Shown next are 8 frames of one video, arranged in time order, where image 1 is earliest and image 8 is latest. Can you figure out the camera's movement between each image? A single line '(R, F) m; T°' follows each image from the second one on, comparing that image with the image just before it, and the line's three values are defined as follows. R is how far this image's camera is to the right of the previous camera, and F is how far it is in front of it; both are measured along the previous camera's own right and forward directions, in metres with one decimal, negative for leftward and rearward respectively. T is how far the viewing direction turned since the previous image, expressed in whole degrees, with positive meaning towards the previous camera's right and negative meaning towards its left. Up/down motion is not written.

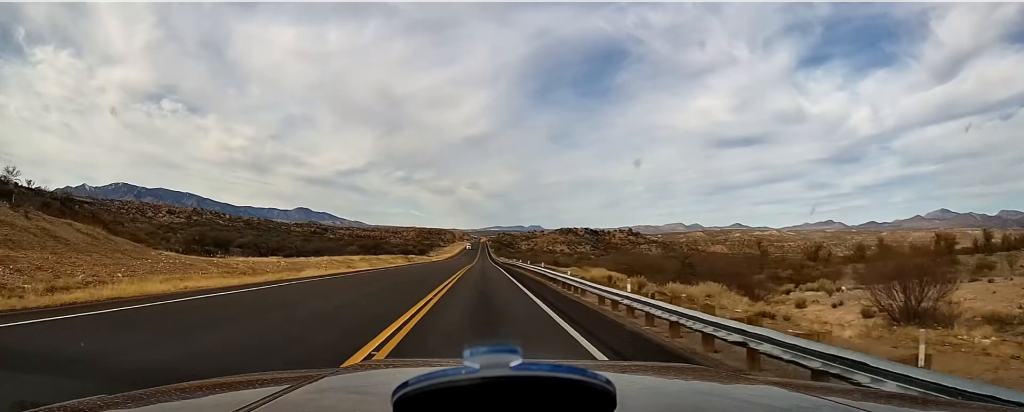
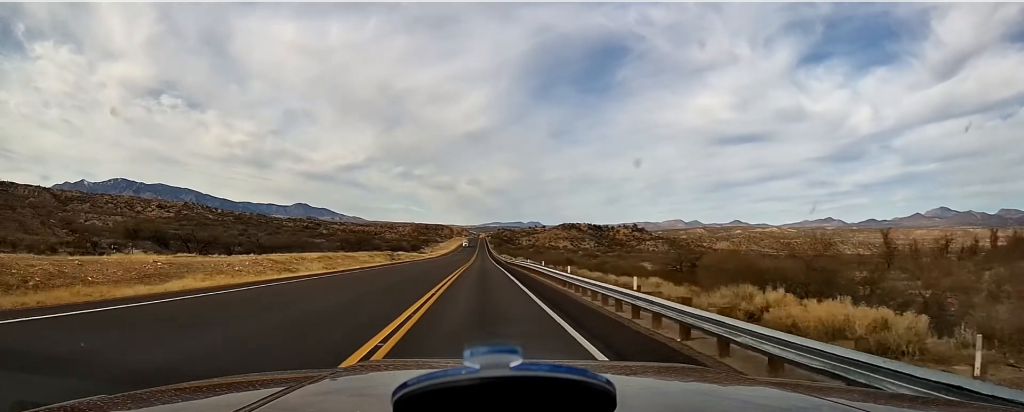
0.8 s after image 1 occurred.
(+0.1, +23.7) m; +1°
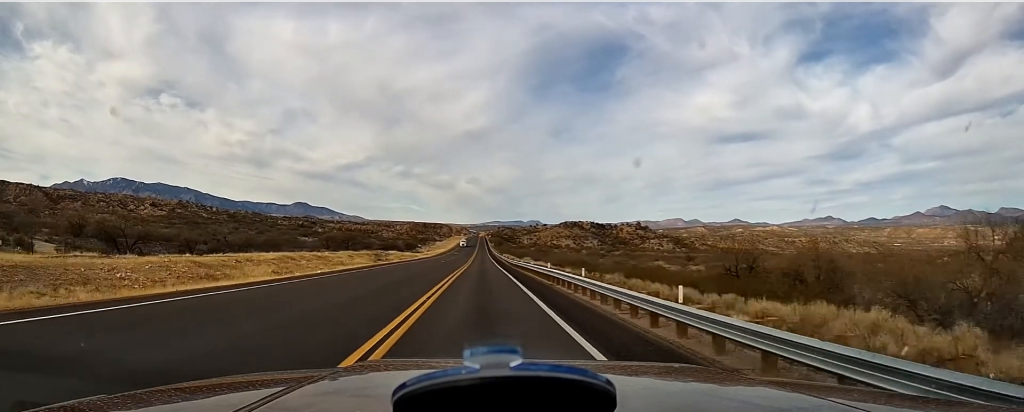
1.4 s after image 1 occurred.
(+0.2, +15.0) m; +1°
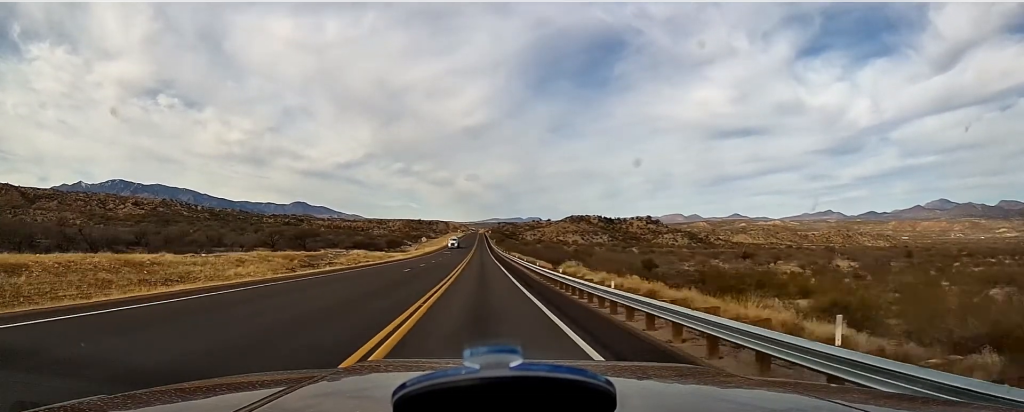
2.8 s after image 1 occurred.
(-0.1, +38.3) m; 0°
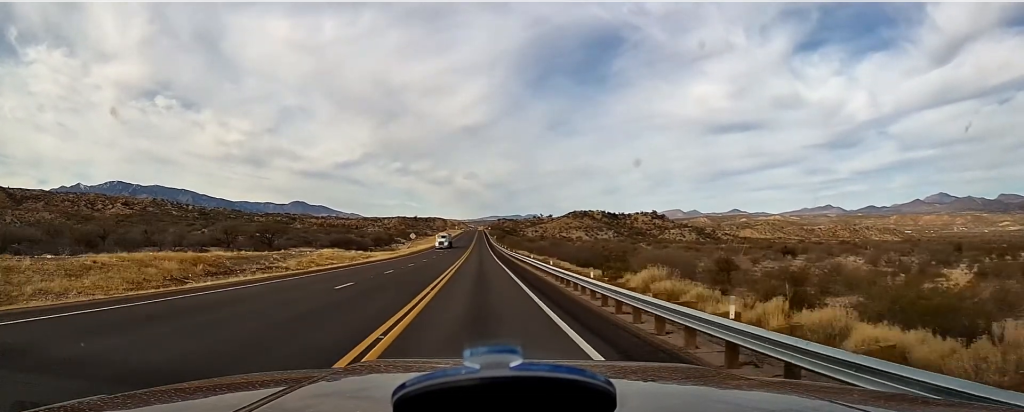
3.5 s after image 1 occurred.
(+0.1, +18.4) m; 0°
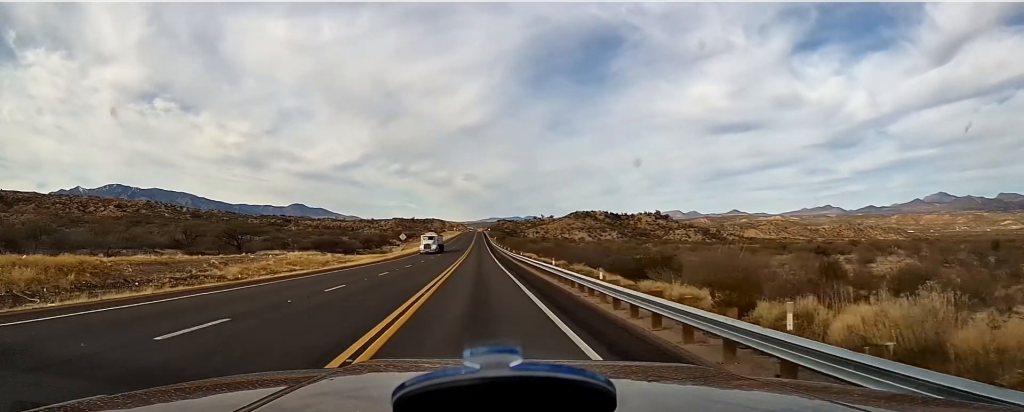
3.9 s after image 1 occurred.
(0.0, +11.8) m; 0°
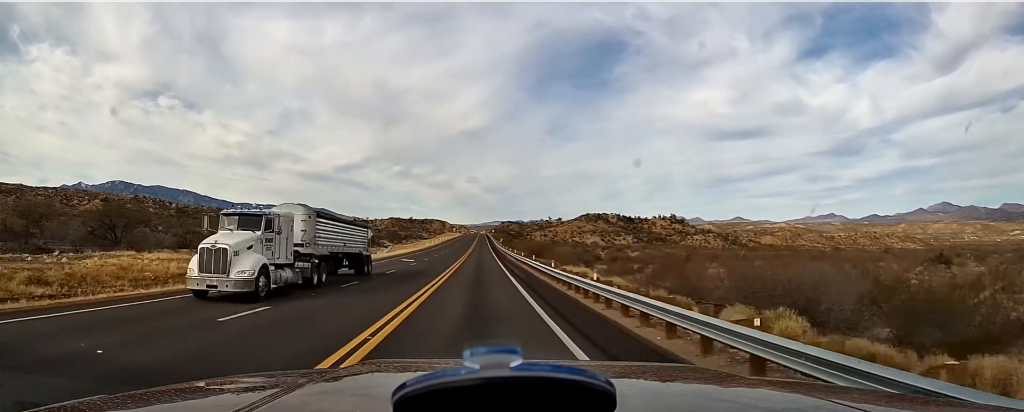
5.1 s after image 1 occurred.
(0.0, +27.7) m; 0°
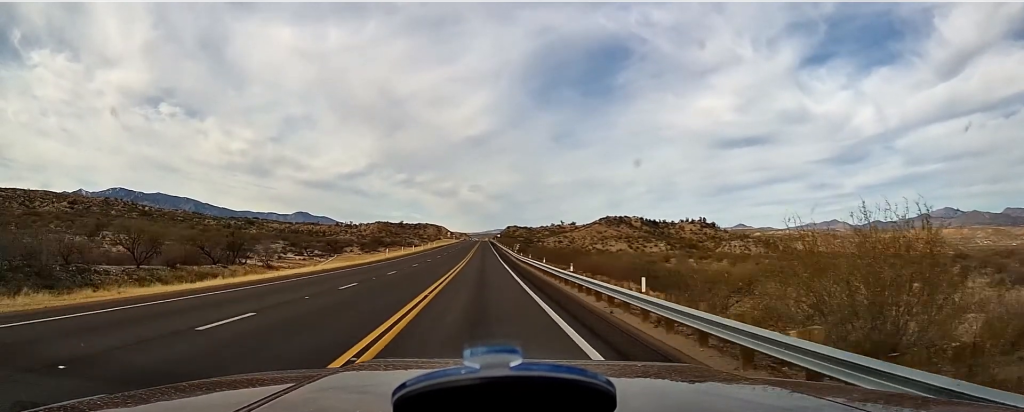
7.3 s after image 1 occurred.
(-0.5, +52.1) m; 0°
